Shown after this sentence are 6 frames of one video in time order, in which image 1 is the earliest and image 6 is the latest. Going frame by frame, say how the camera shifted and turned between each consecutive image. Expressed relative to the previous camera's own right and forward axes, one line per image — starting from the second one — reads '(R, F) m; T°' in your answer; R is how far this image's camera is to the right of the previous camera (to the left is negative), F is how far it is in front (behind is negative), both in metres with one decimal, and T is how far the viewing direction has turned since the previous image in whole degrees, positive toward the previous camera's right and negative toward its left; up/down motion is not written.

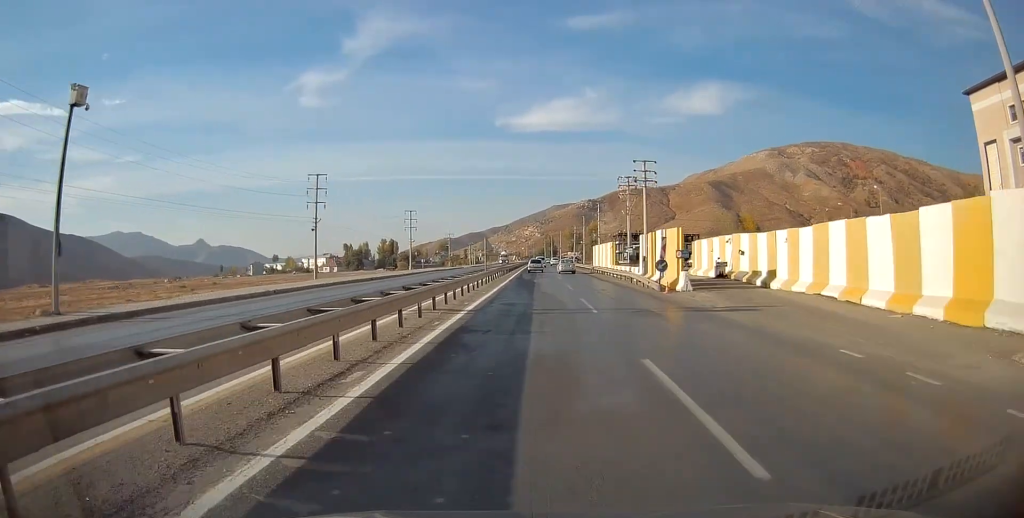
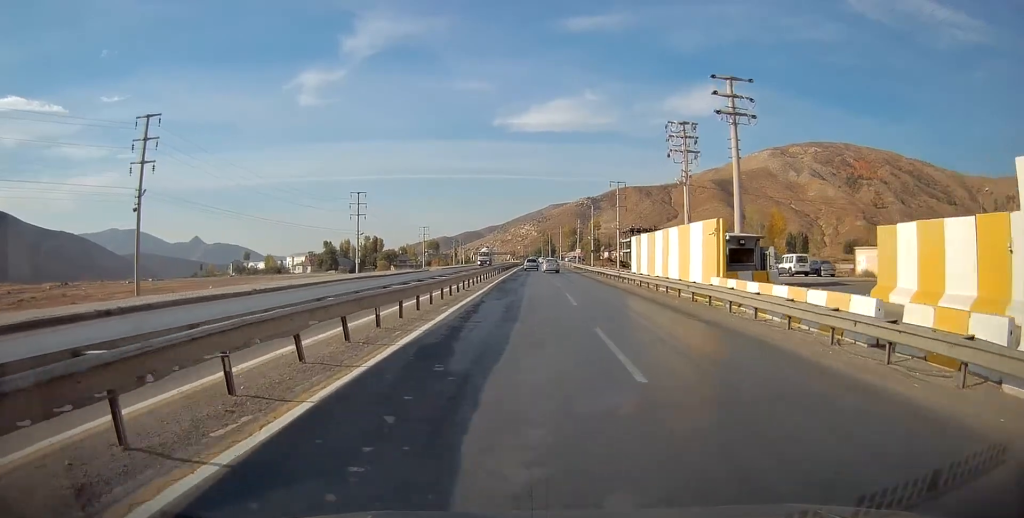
(+0.8, +31.4) m; +2°
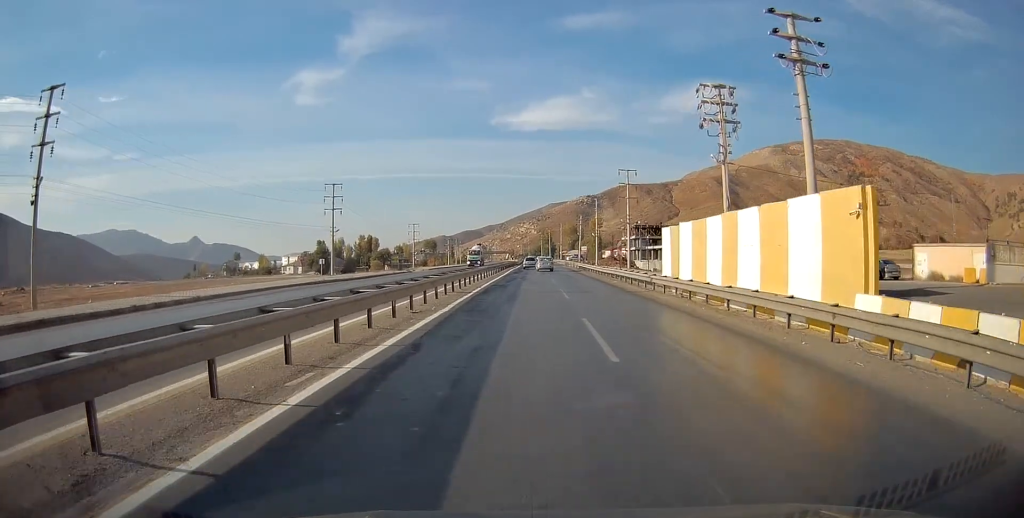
(-0.1, +10.1) m; 0°
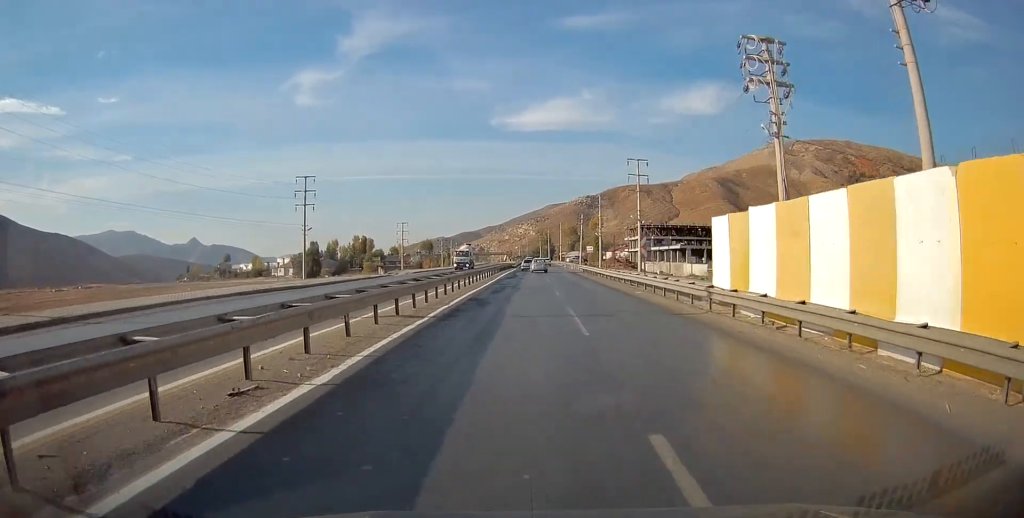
(-0.1, +8.8) m; 0°
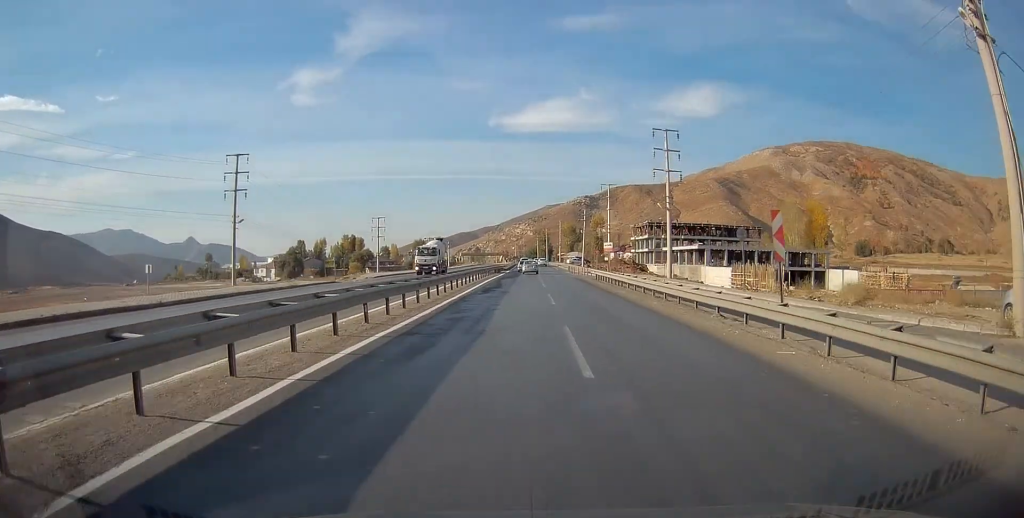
(0.0, +15.7) m; 0°
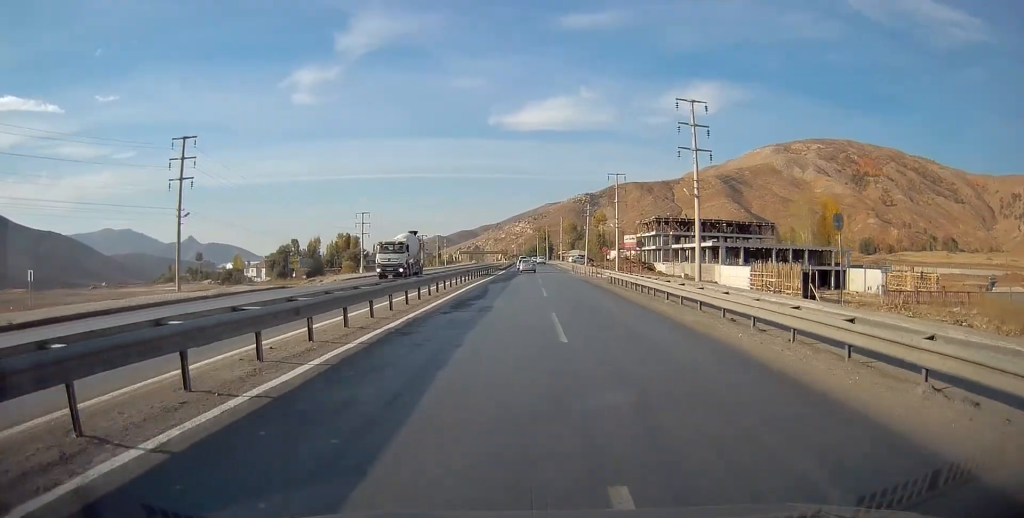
(0.0, +8.9) m; 0°
